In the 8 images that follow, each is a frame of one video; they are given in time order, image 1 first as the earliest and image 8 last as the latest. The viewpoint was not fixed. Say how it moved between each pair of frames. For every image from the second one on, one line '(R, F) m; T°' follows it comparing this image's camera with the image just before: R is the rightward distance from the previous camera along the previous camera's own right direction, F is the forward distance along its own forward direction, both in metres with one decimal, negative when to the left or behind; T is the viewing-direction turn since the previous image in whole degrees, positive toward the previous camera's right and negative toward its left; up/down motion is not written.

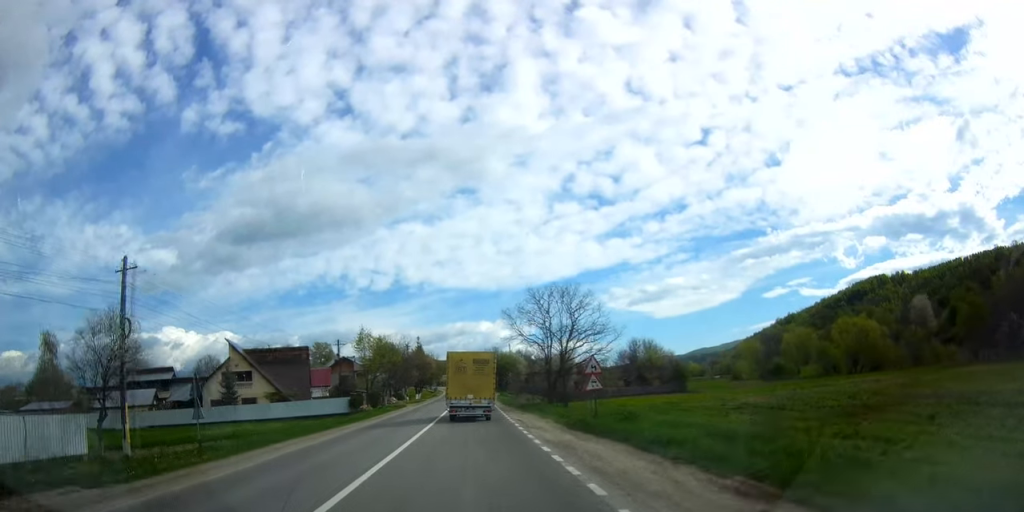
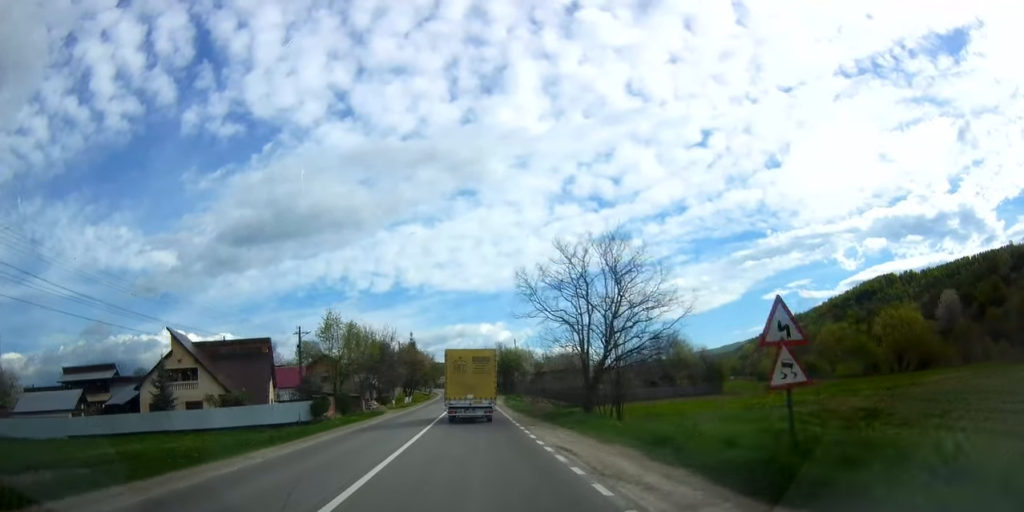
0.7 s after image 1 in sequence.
(+0.2, +13.9) m; +1°
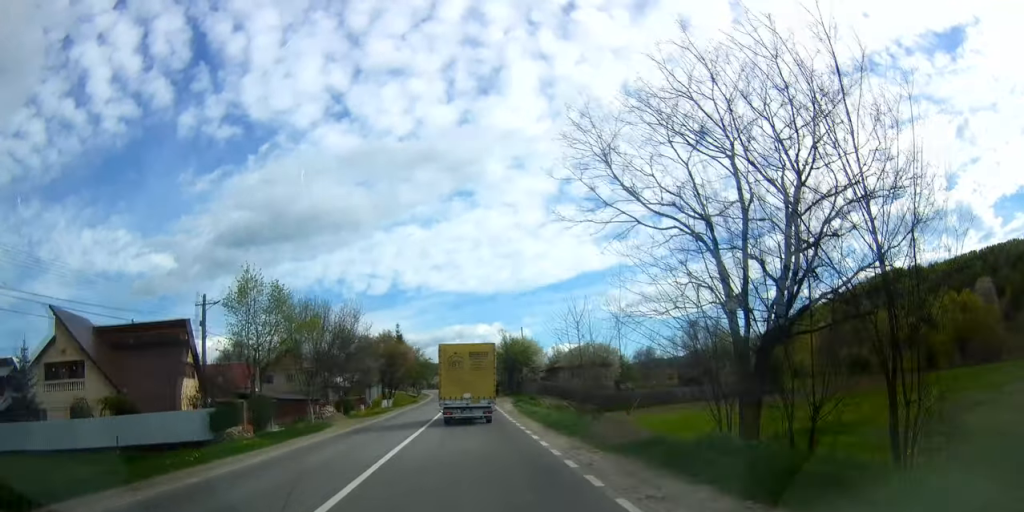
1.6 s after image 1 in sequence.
(0.0, +17.5) m; 0°
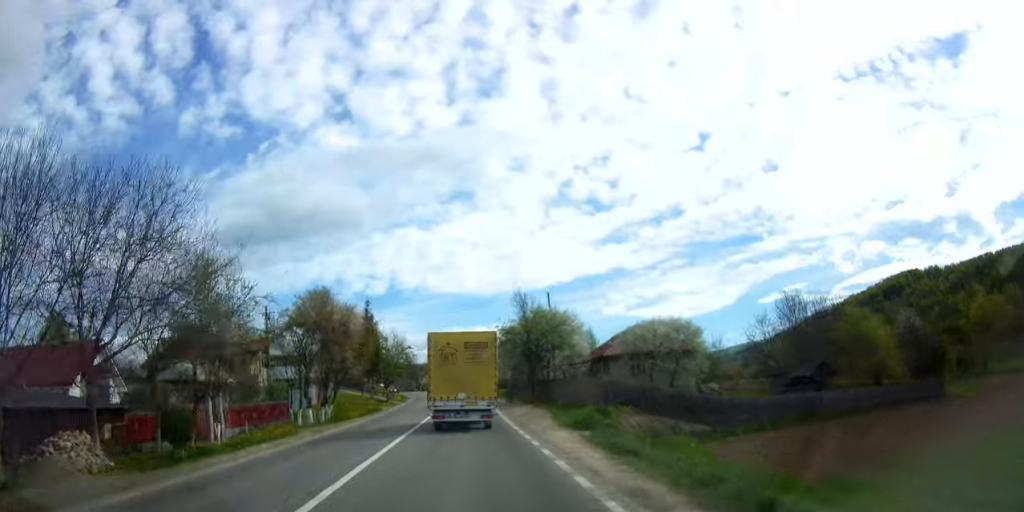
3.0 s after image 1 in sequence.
(0.0, +28.0) m; 0°
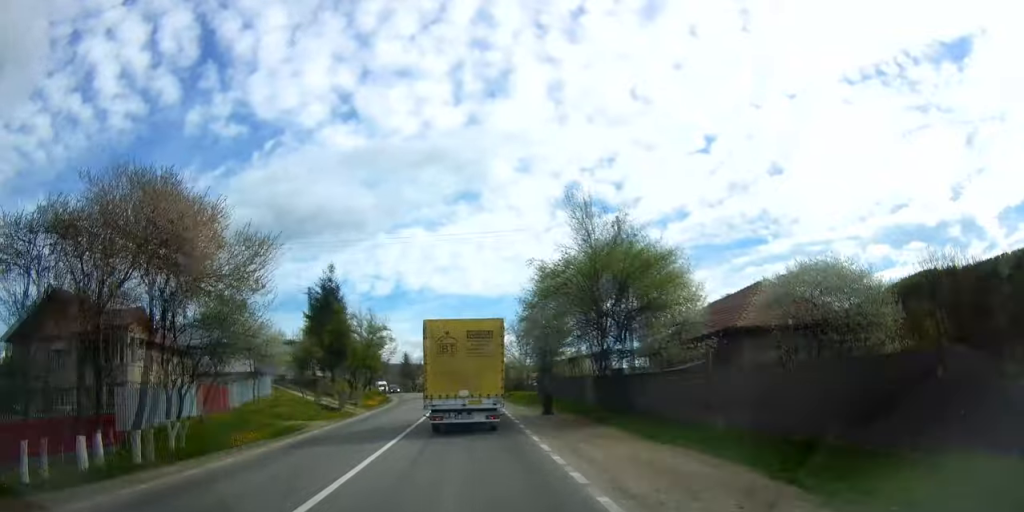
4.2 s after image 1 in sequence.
(0.0, +22.7) m; -1°
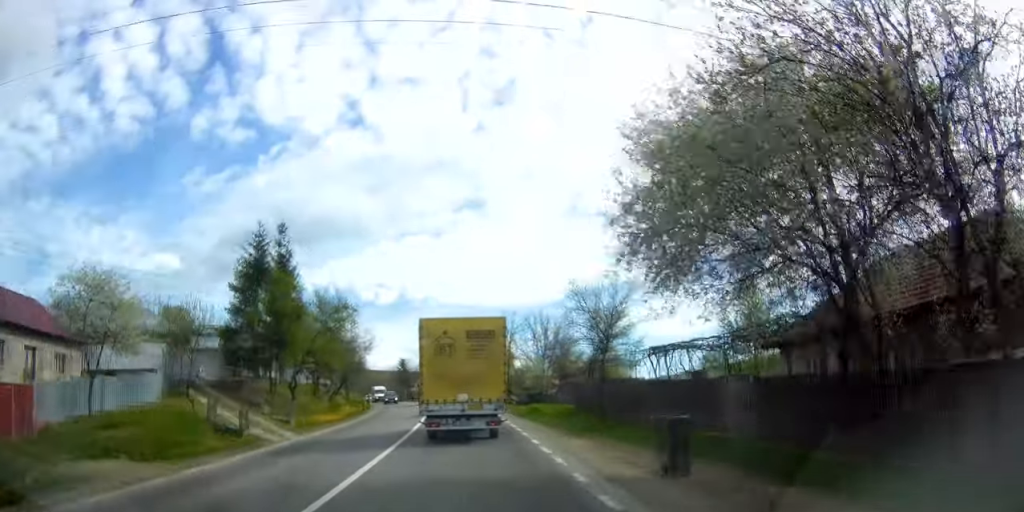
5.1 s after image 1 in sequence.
(-0.2, +17.1) m; 0°
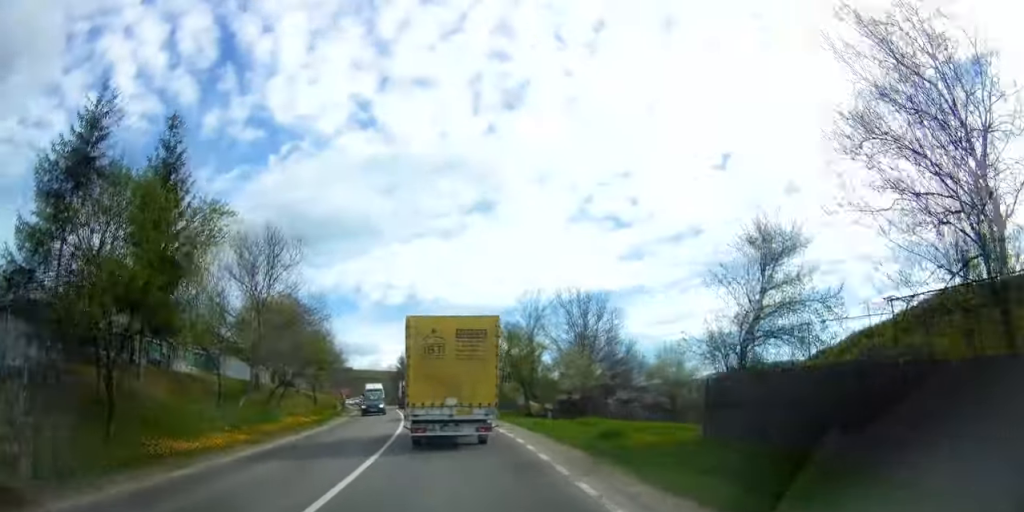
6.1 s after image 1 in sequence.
(+0.1, +18.2) m; 0°
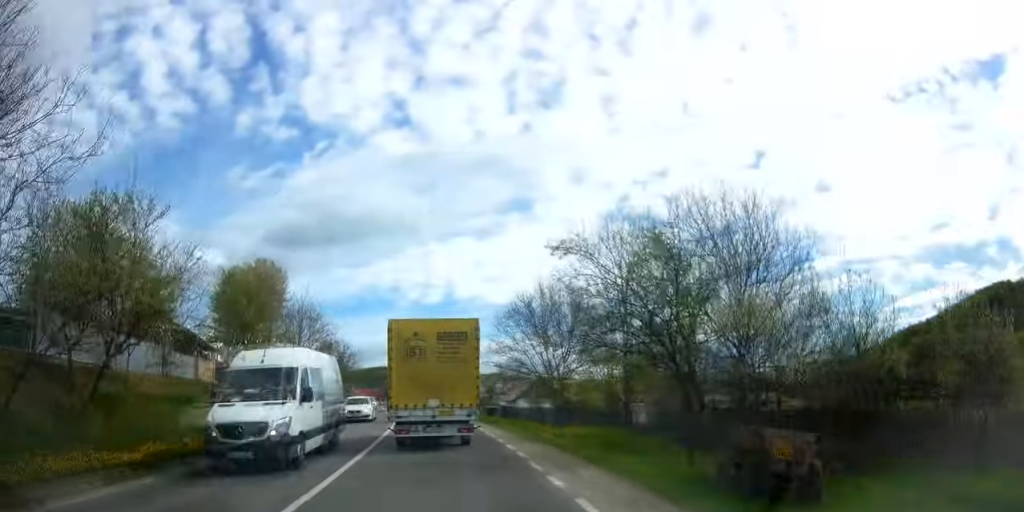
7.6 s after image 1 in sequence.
(-0.6, +23.3) m; -4°
